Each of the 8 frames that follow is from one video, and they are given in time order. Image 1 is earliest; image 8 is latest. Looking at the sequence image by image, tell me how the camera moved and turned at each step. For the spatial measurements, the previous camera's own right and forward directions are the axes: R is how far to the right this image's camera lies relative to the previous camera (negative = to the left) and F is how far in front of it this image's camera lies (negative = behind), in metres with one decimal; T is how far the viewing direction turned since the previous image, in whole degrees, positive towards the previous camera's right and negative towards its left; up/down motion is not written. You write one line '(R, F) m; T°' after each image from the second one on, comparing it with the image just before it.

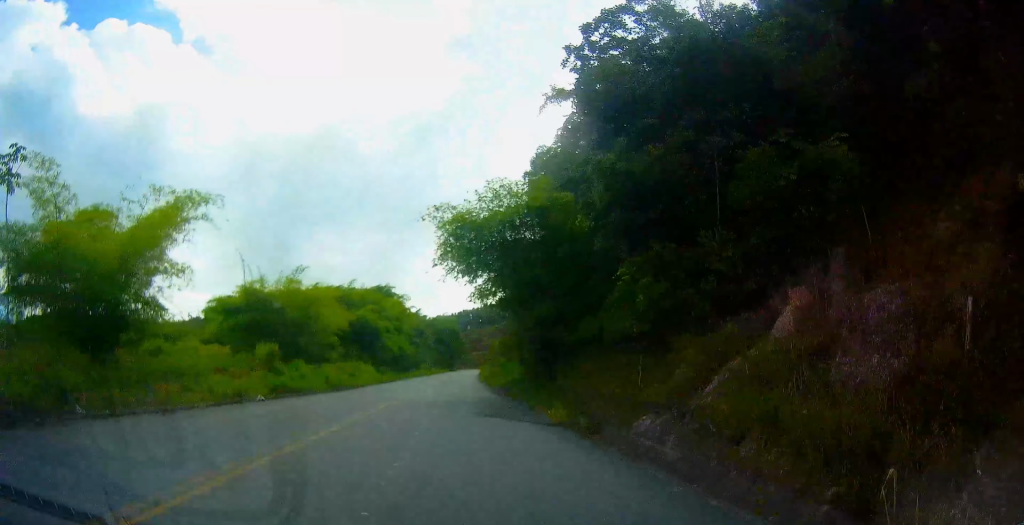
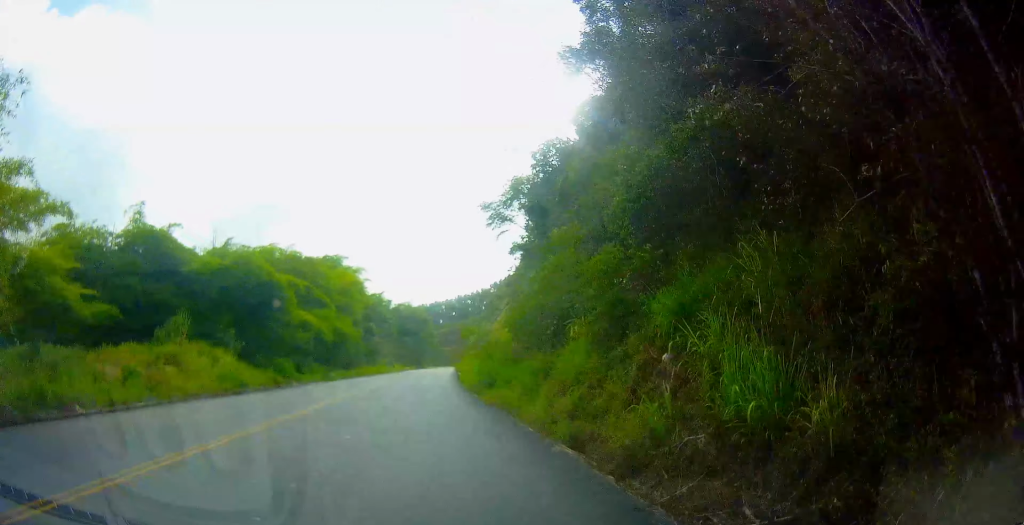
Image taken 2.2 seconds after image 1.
(+4.6, +37.1) m; +10°
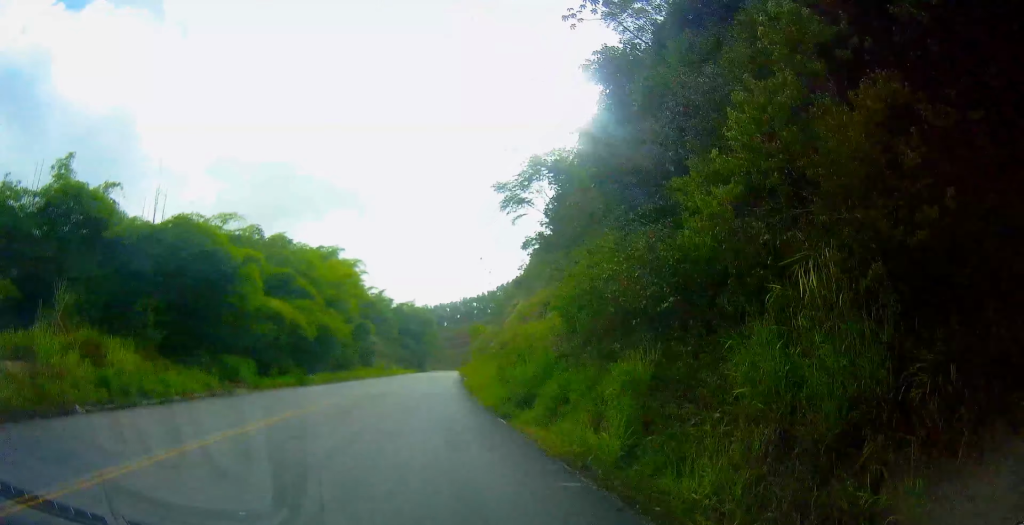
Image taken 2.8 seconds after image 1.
(0.0, +11.4) m; 0°
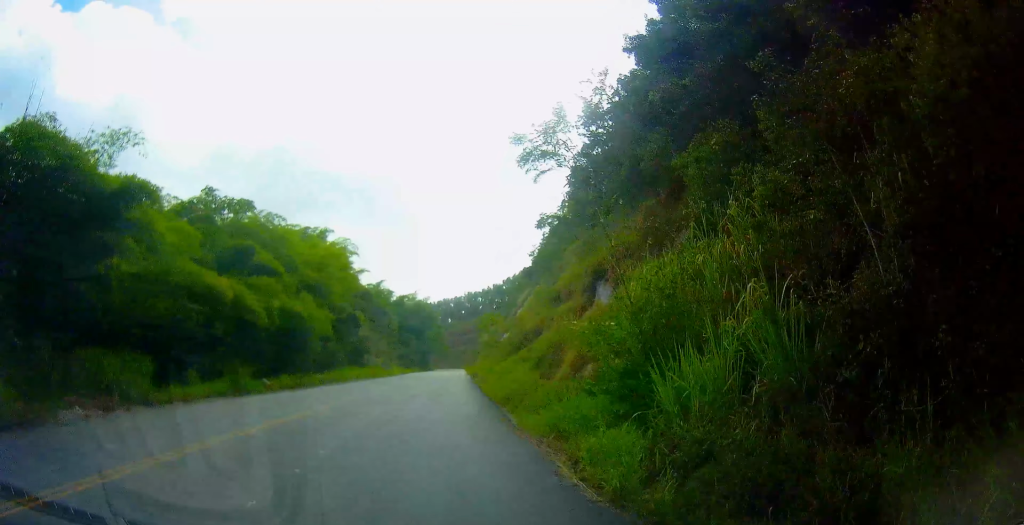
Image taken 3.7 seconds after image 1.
(0.0, +14.9) m; 0°
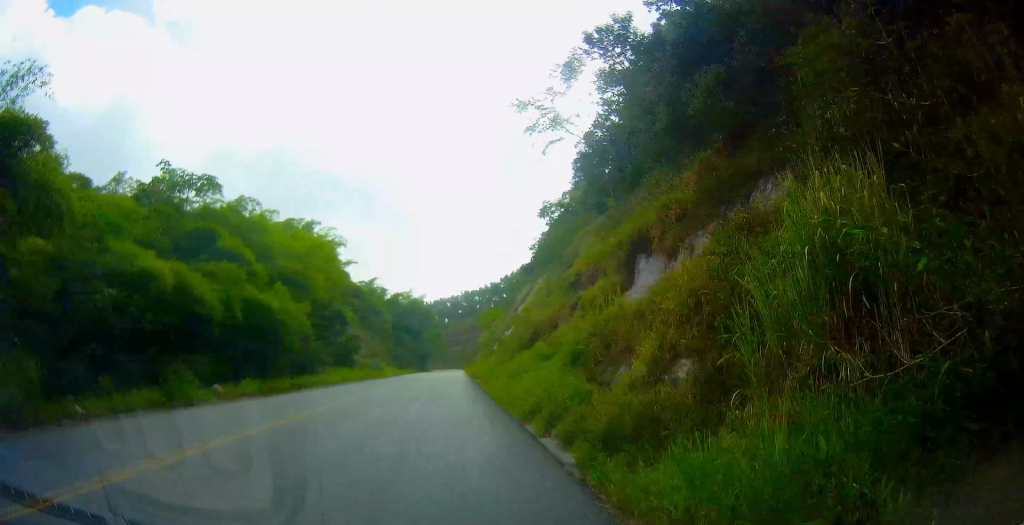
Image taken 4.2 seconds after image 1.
(0.0, +7.8) m; +1°
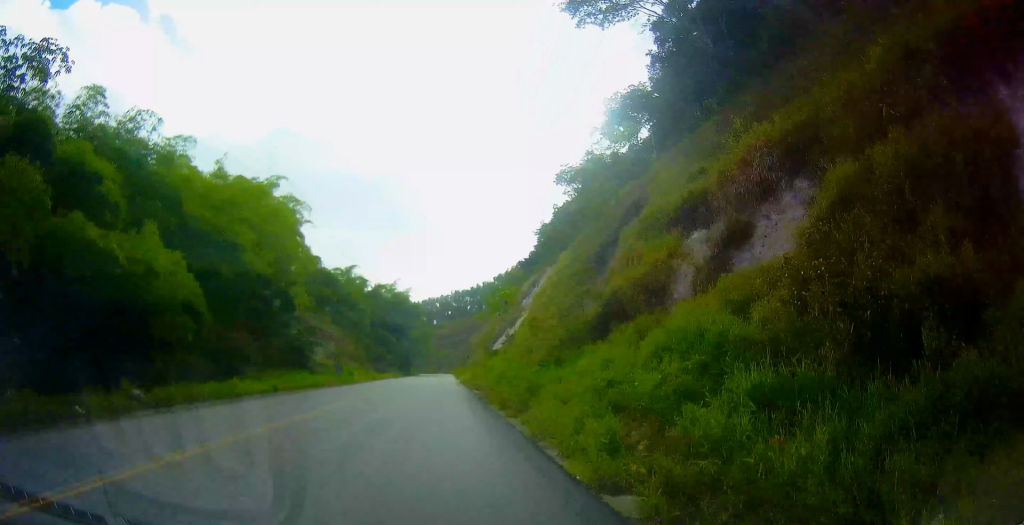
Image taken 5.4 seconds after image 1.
(+0.4, +21.1) m; +2°
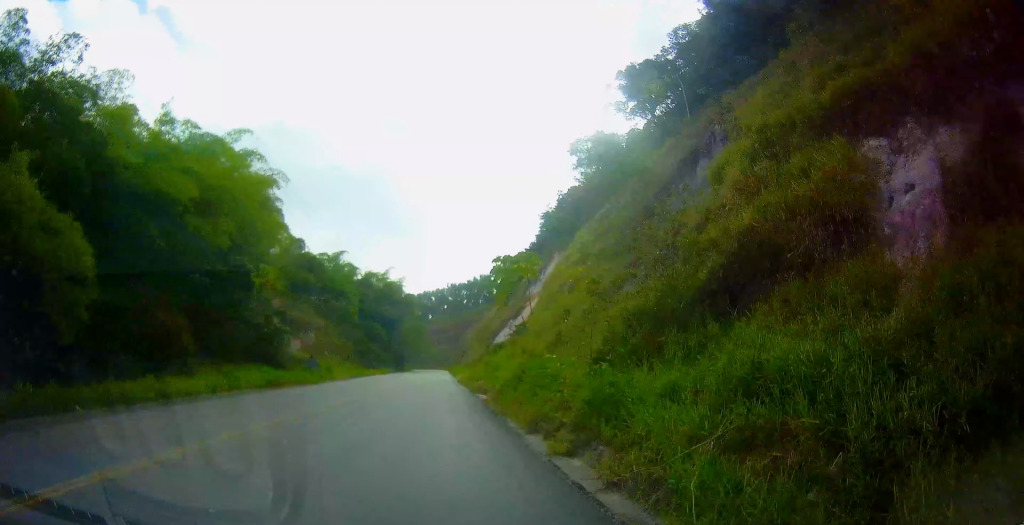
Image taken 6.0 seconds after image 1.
(+0.2, +10.4) m; 0°
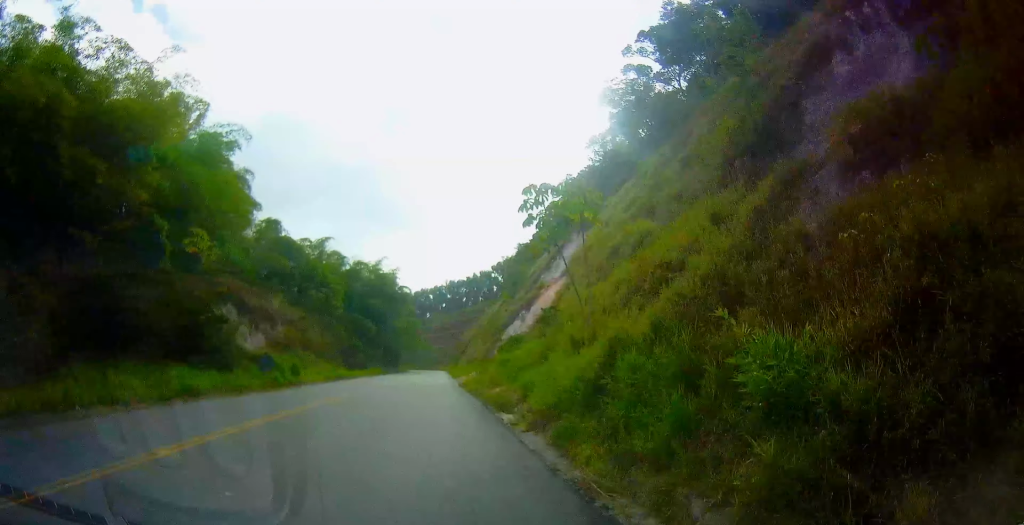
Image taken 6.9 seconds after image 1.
(+0.1, +13.7) m; -2°
